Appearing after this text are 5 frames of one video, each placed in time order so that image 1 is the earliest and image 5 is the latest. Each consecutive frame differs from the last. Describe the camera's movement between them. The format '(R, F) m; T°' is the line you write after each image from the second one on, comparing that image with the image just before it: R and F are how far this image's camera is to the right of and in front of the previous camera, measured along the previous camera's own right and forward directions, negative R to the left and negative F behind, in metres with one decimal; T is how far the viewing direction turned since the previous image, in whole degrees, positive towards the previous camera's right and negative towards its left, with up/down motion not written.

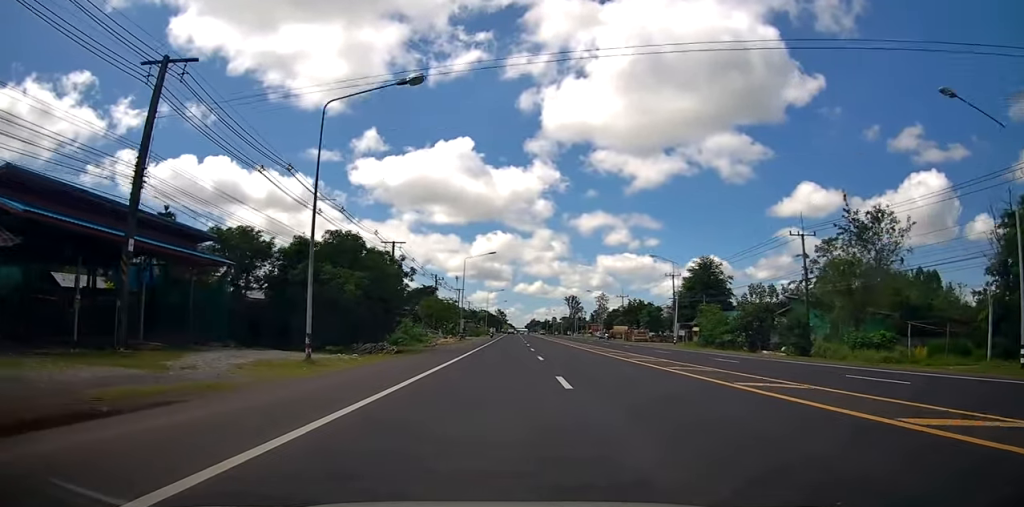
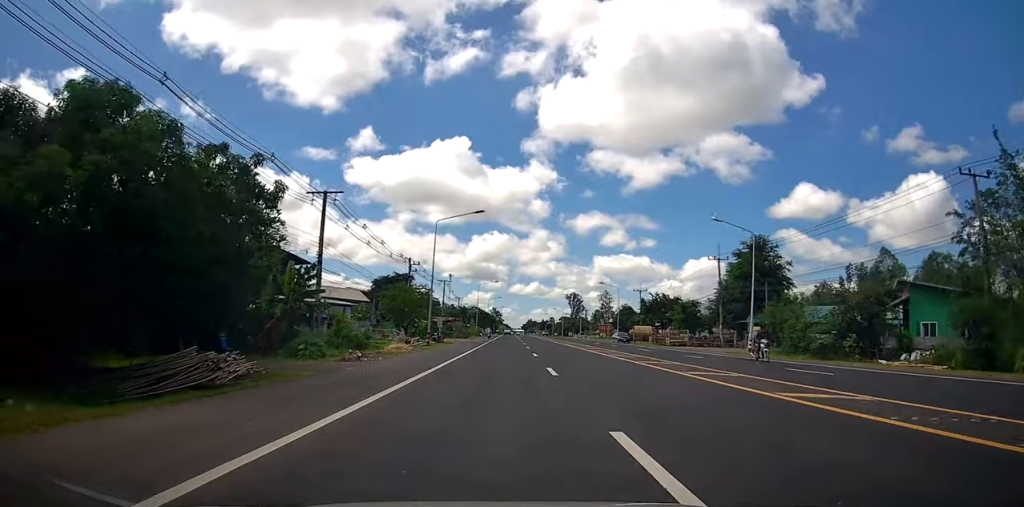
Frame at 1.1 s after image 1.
(+0.3, +20.4) m; 0°
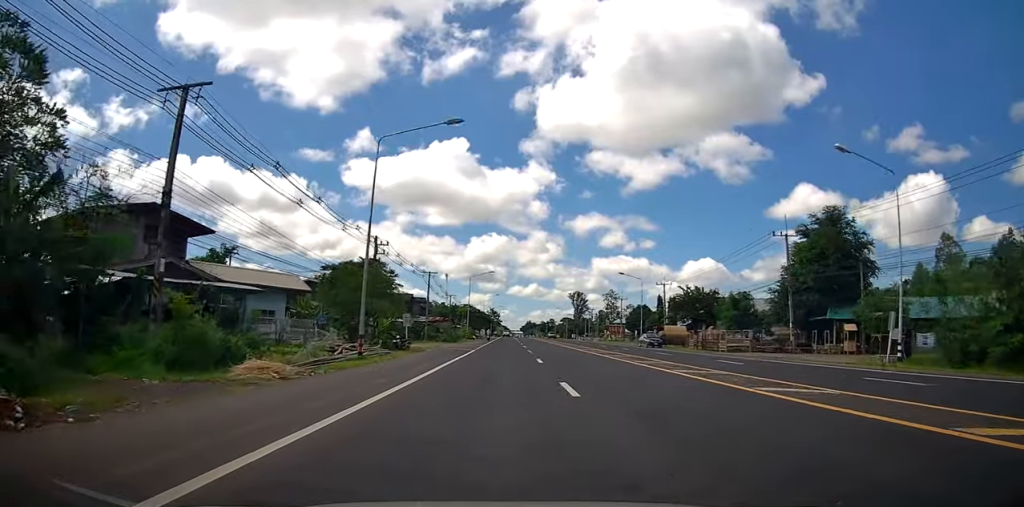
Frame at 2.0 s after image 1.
(-0.2, +16.9) m; 0°
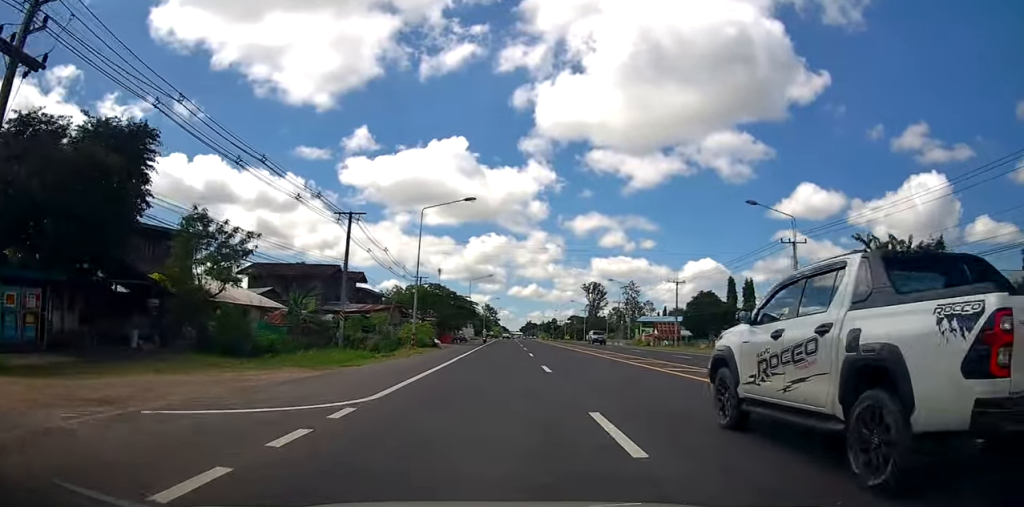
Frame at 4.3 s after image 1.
(+0.7, +41.0) m; 0°
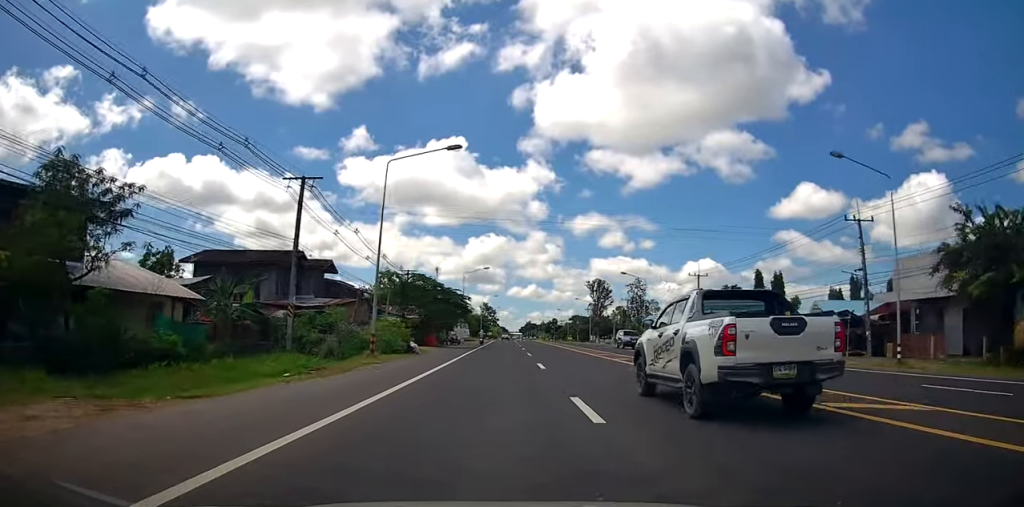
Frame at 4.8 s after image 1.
(-0.2, +9.8) m; 0°
